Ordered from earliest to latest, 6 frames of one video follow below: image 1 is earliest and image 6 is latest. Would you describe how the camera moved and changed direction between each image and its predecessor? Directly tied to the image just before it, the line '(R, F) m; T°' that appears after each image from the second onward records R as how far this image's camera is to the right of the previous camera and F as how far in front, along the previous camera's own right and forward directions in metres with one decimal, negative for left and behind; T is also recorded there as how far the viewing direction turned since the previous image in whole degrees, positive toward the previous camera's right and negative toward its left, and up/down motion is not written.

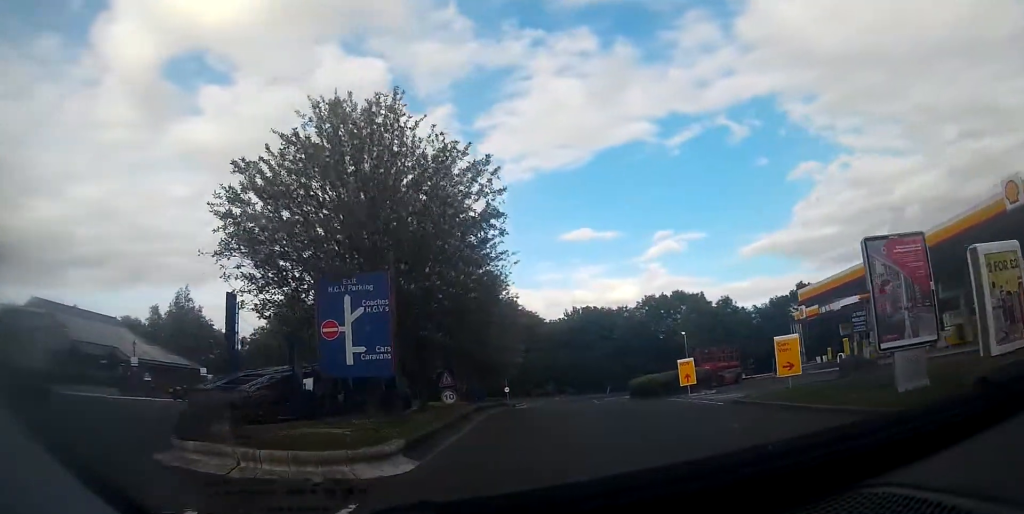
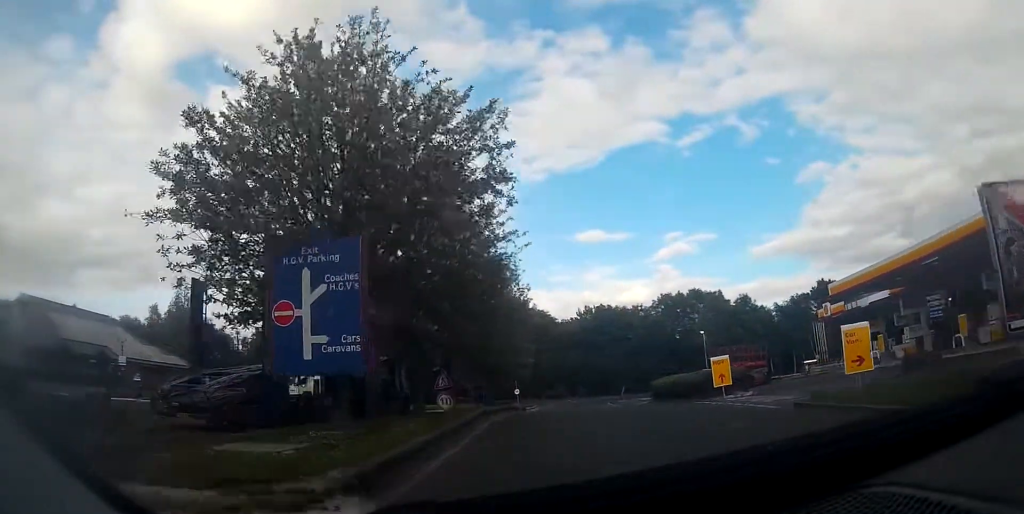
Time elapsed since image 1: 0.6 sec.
(0.0, +3.4) m; -1°
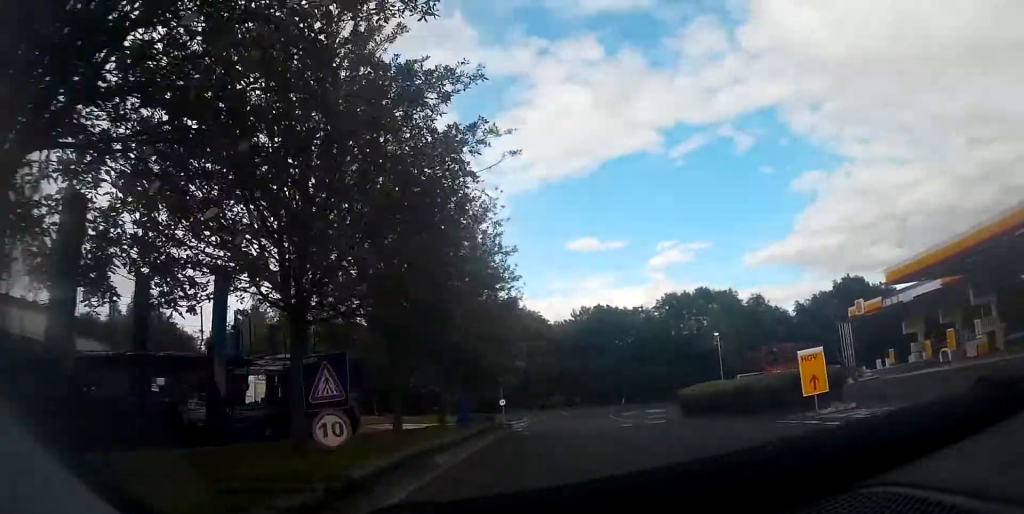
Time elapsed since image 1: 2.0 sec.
(-0.1, +8.3) m; -5°
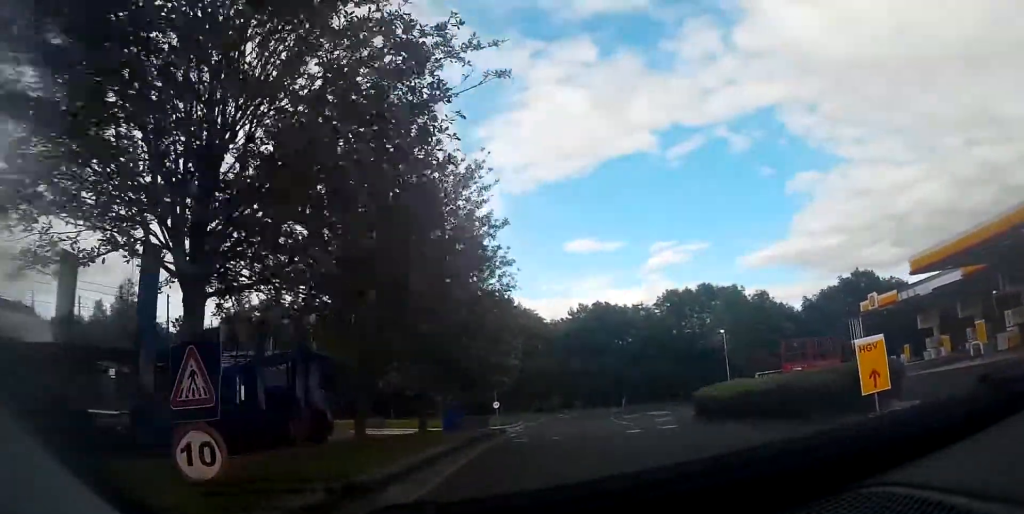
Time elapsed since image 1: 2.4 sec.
(-0.2, +3.0) m; +1°
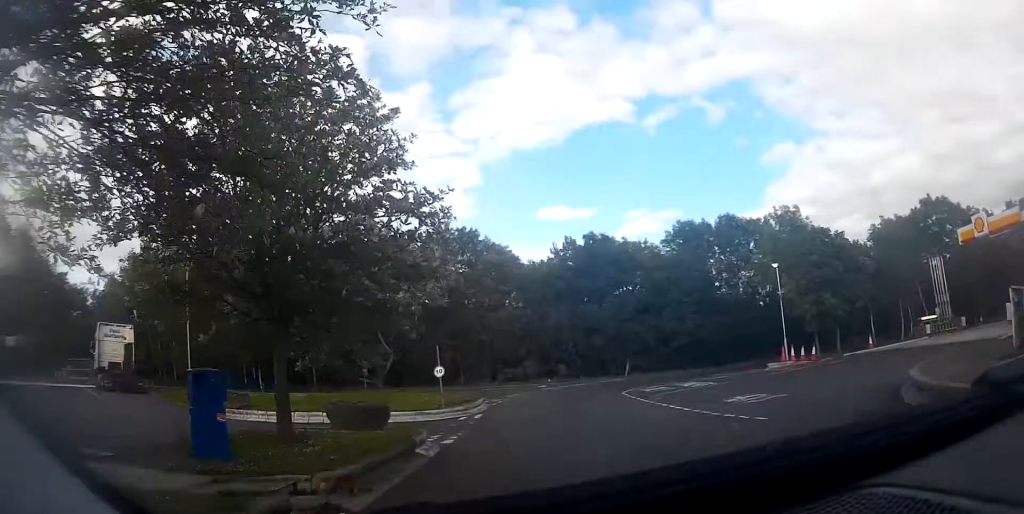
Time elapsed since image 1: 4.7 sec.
(+0.8, +16.6) m; +5°
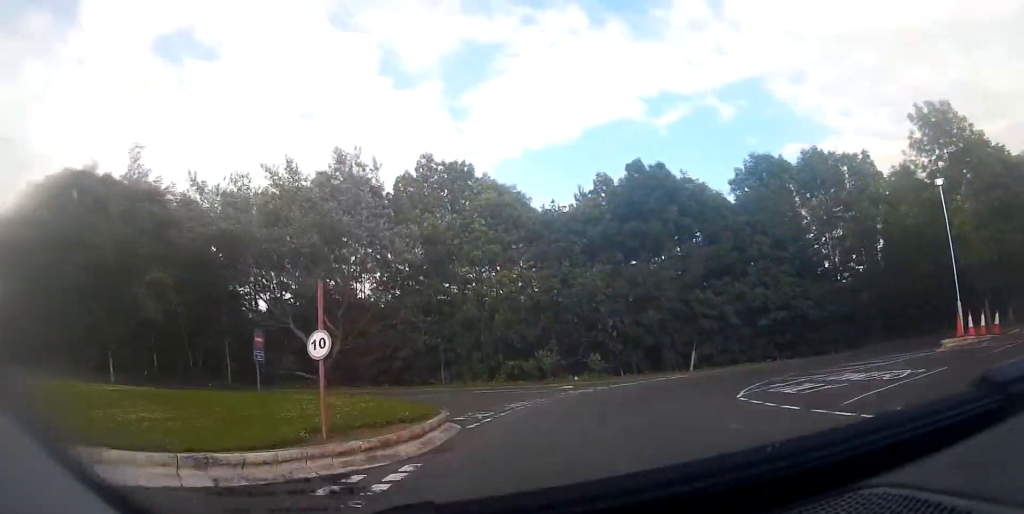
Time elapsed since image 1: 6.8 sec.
(+0.1, +15.7) m; -2°
